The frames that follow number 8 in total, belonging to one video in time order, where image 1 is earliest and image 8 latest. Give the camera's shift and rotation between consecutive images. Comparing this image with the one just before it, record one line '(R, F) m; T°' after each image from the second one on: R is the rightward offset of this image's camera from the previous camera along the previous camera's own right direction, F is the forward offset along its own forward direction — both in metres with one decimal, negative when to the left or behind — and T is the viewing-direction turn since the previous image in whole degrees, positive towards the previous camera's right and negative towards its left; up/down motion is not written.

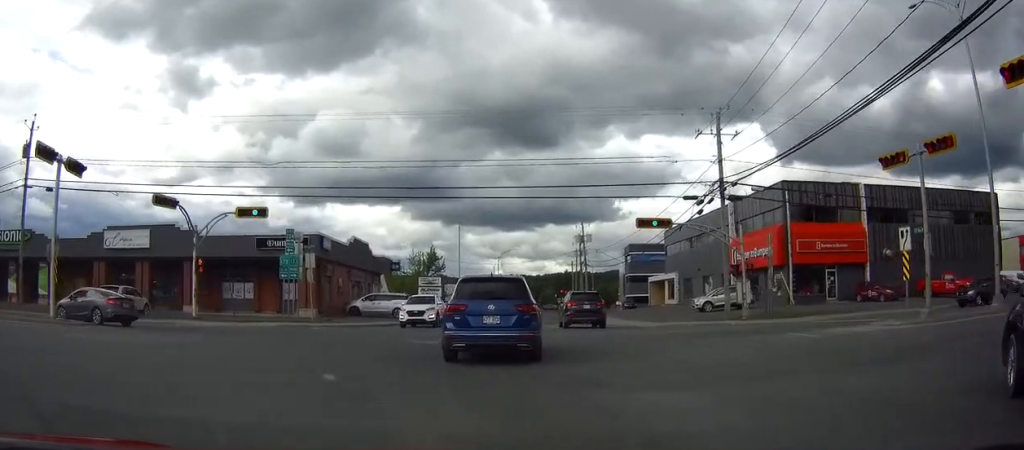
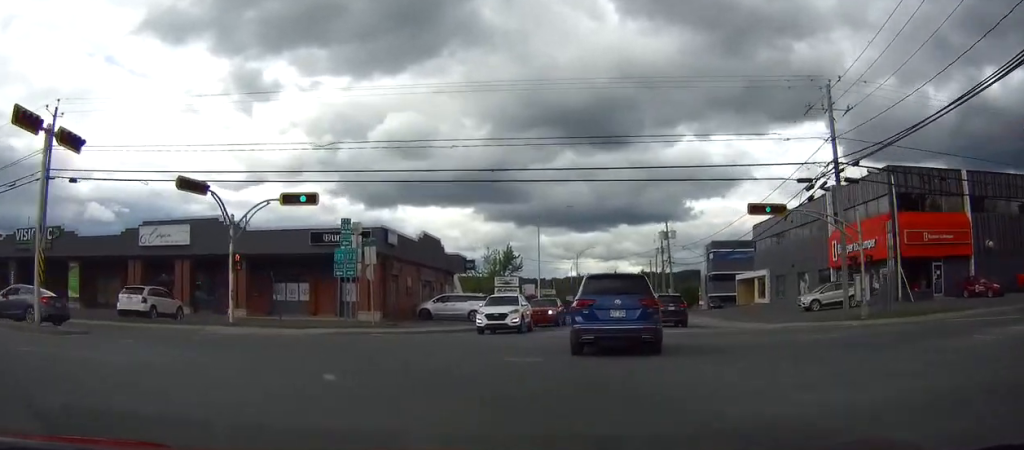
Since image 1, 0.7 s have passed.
(-0.2, +5.1) m; -7°
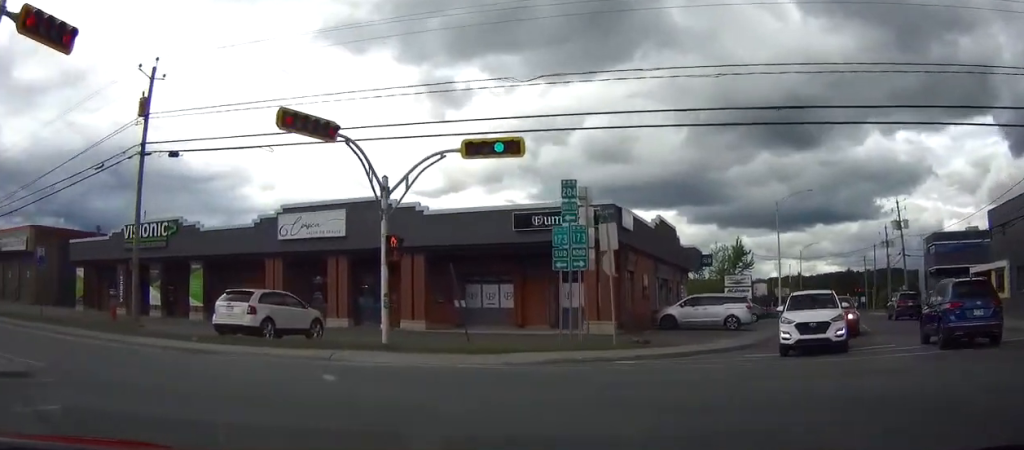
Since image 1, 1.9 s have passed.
(-1.1, +9.8) m; -17°
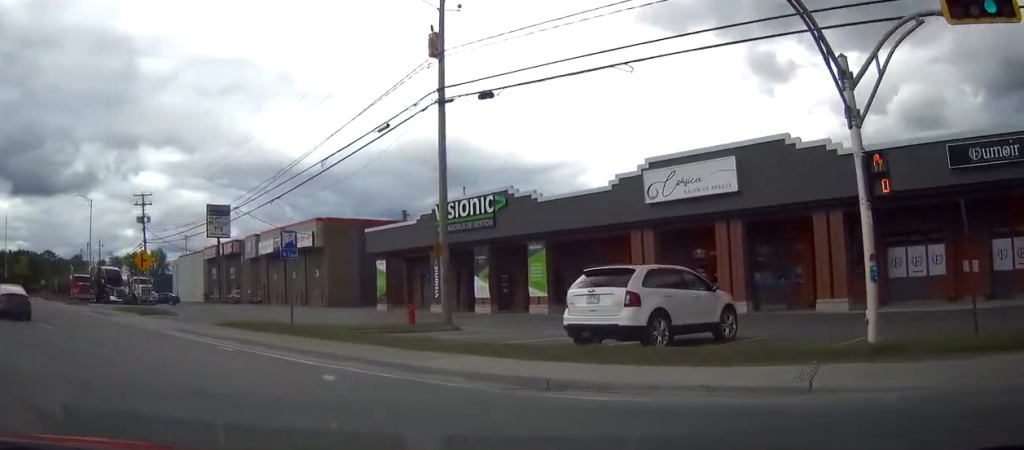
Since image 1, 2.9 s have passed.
(-1.1, +8.6) m; -25°
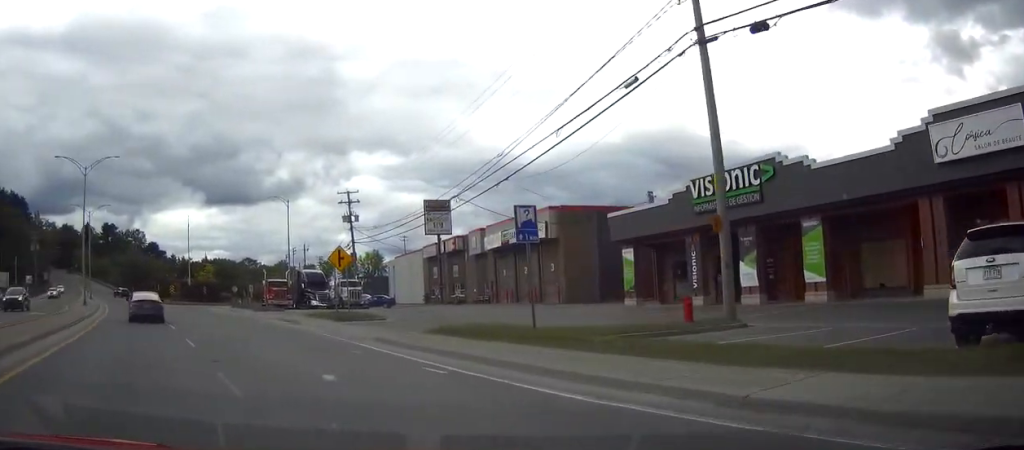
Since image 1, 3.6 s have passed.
(-1.6, +5.7) m; -19°
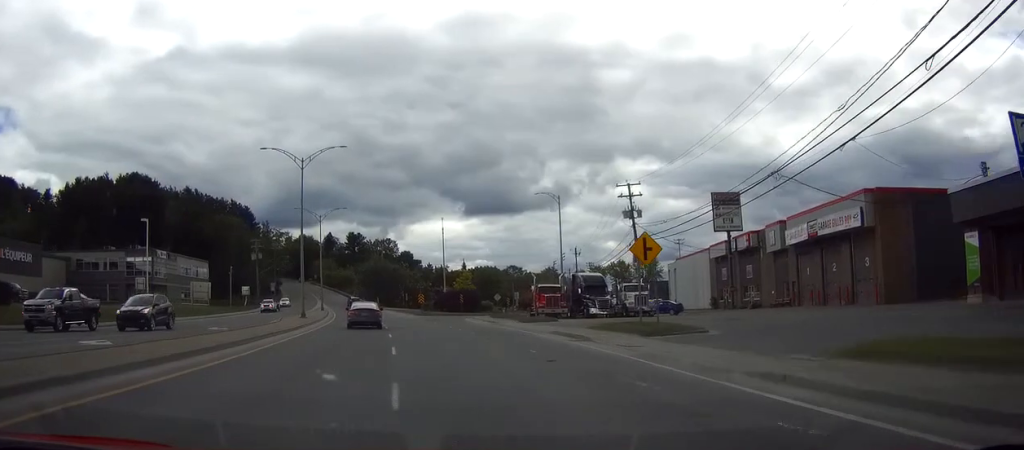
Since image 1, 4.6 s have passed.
(-2.4, +9.6) m; -19°
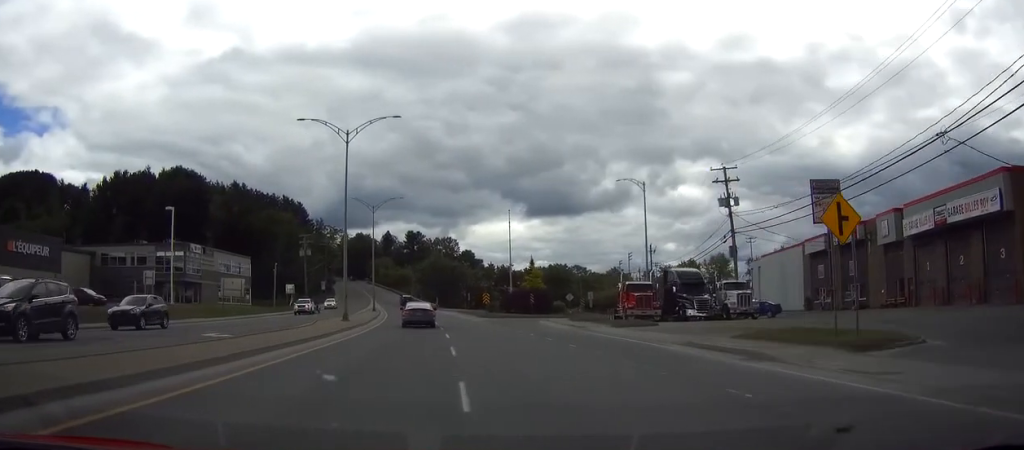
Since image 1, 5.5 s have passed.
(-0.7, +9.1) m; -4°
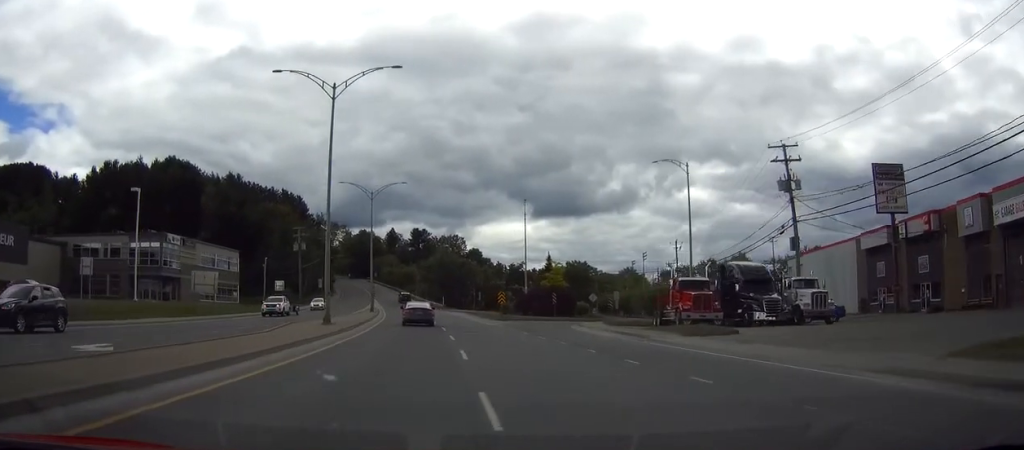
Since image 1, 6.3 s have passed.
(0.0, +10.5) m; +1°
